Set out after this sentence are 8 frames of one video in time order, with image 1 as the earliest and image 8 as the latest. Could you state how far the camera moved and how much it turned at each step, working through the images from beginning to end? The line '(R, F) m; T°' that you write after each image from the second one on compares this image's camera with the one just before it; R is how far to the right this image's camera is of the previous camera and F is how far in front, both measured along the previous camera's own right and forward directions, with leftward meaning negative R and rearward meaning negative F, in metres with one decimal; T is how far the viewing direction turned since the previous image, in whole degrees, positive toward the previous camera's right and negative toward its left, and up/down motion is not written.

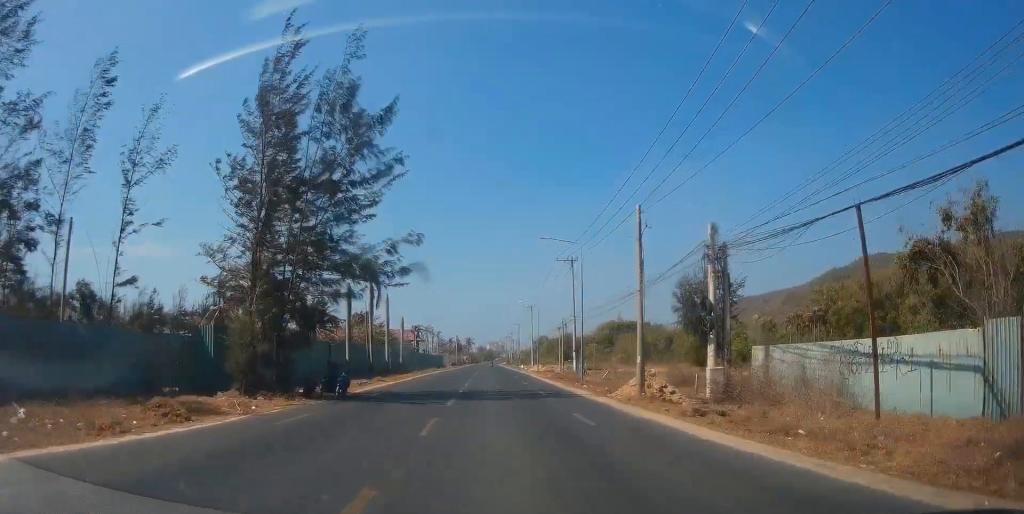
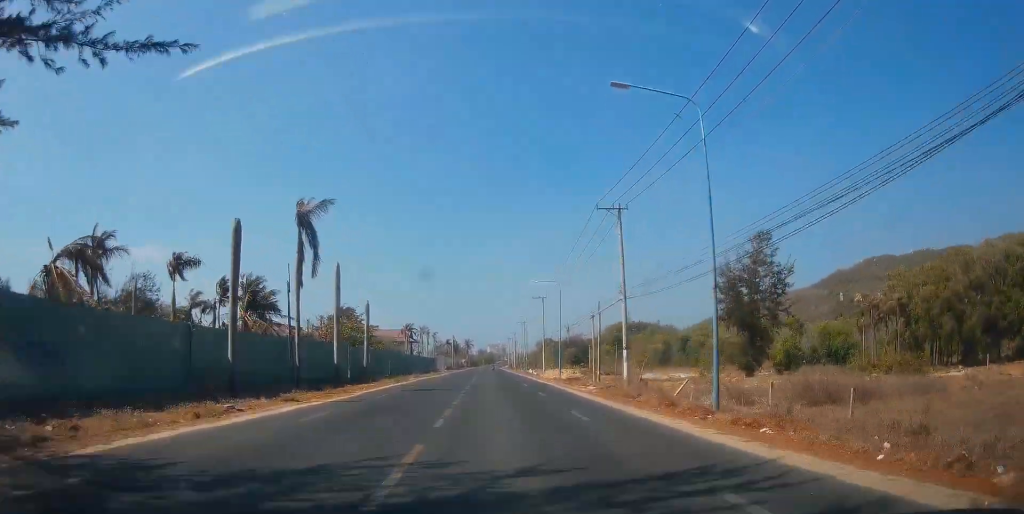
(-0.9, +23.0) m; -2°
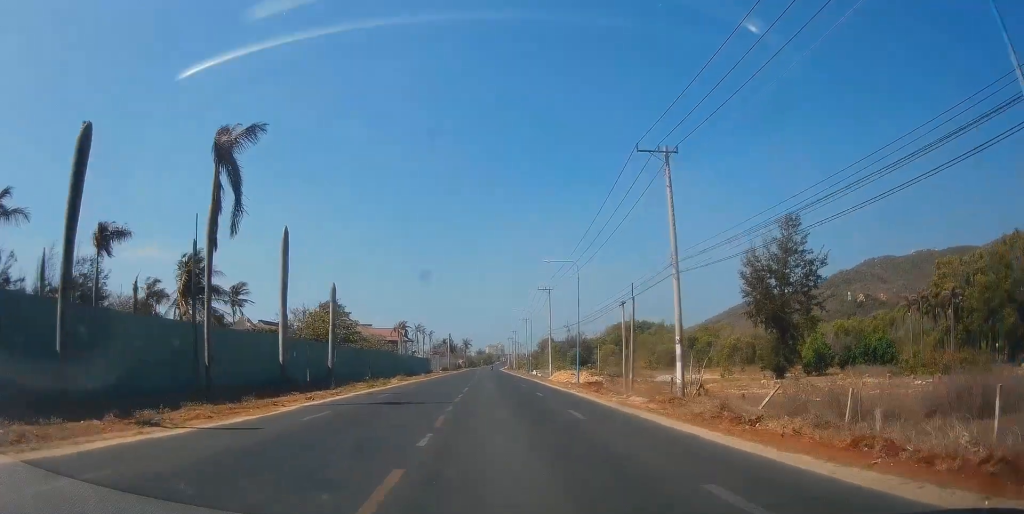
(0.0, +11.7) m; 0°
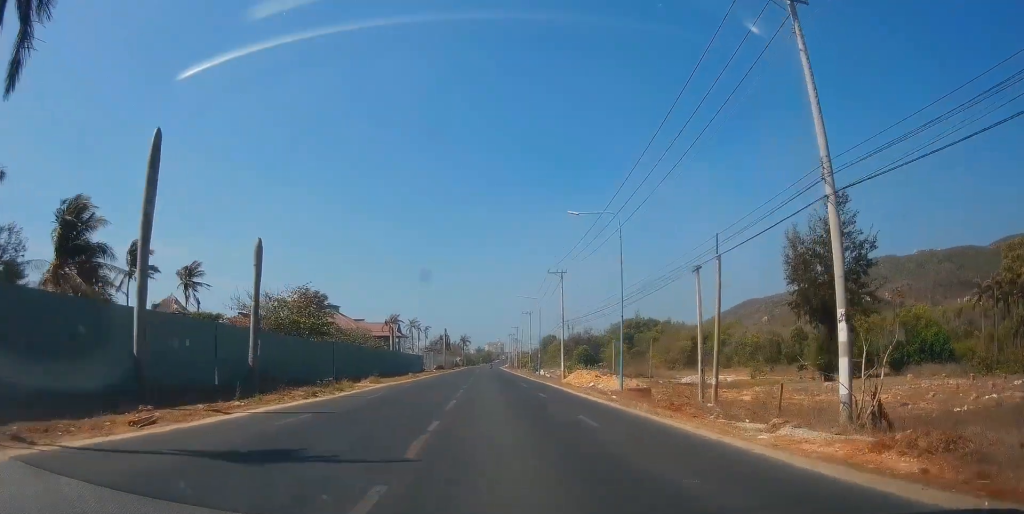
(+0.2, +14.1) m; +1°
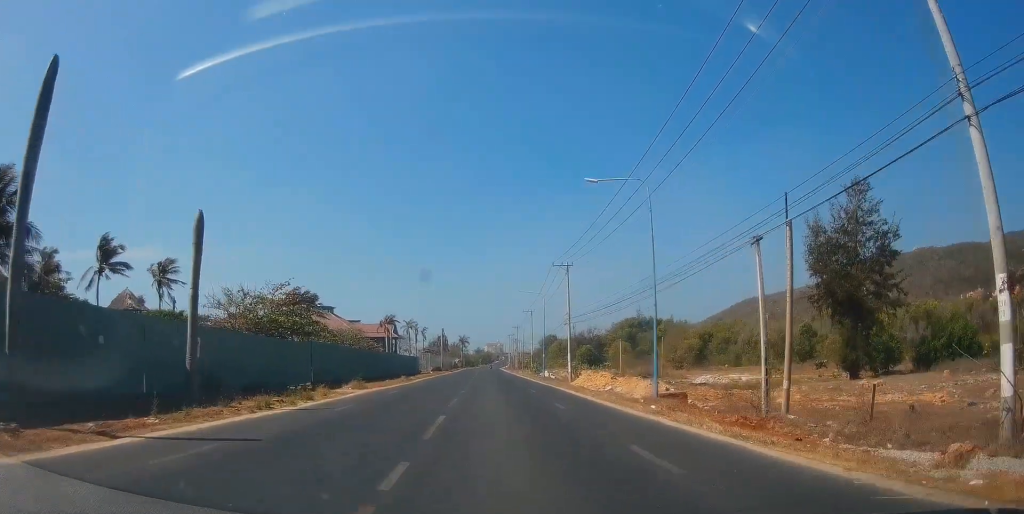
(0.0, +6.0) m; 0°
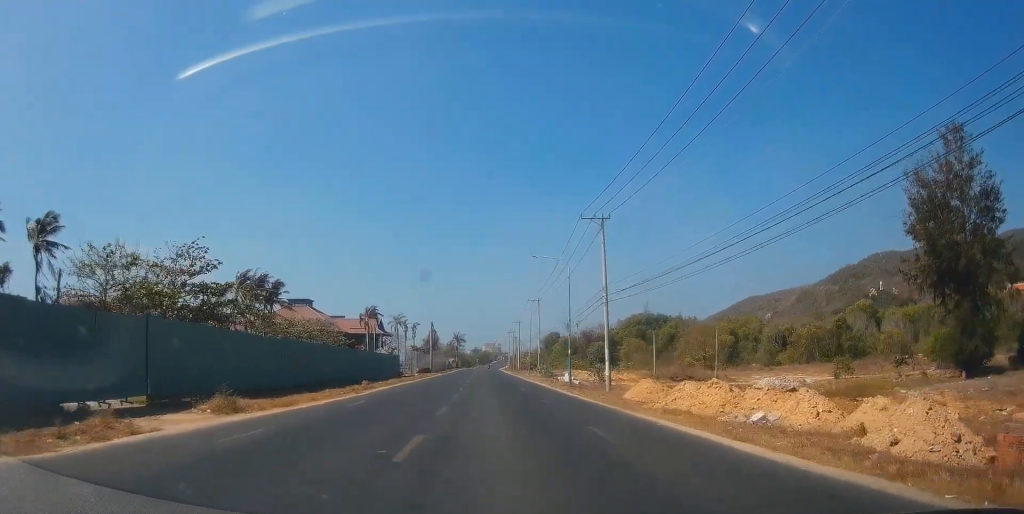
(-0.1, +20.6) m; -2°
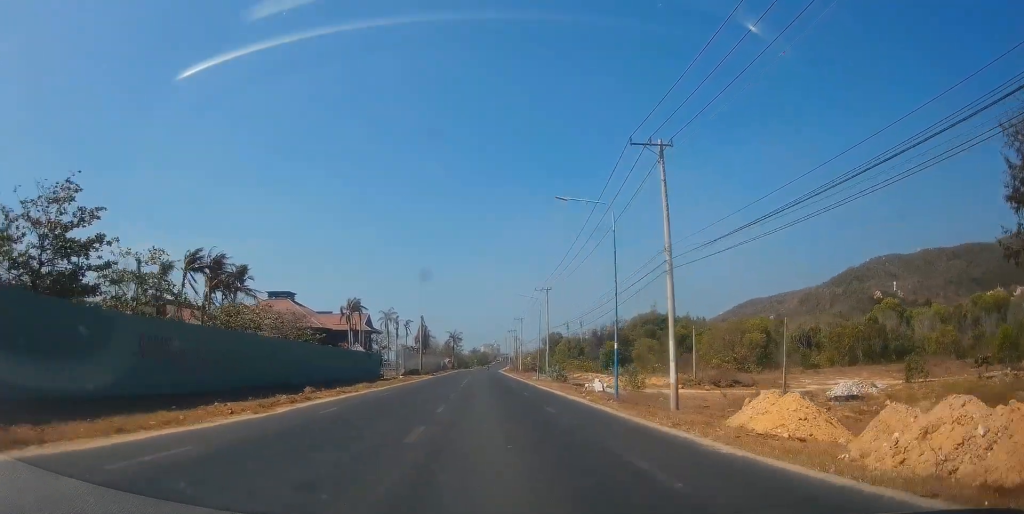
(-0.3, +15.1) m; 0°
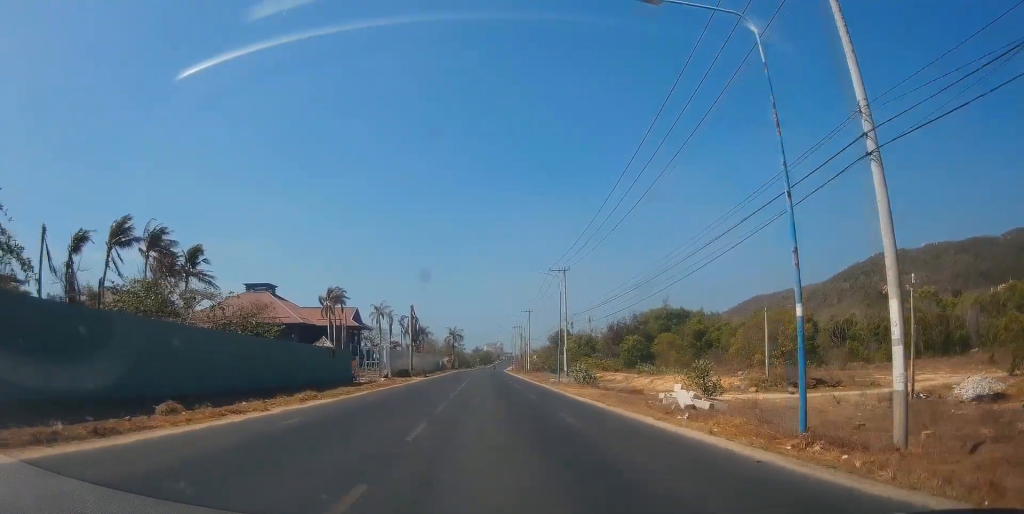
(+0.3, +15.8) m; 0°
